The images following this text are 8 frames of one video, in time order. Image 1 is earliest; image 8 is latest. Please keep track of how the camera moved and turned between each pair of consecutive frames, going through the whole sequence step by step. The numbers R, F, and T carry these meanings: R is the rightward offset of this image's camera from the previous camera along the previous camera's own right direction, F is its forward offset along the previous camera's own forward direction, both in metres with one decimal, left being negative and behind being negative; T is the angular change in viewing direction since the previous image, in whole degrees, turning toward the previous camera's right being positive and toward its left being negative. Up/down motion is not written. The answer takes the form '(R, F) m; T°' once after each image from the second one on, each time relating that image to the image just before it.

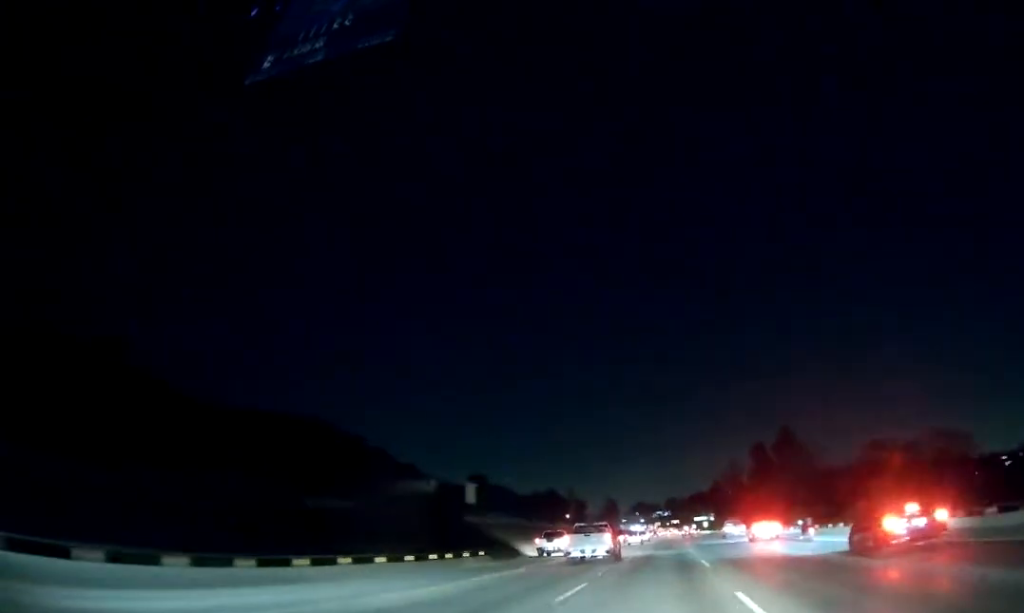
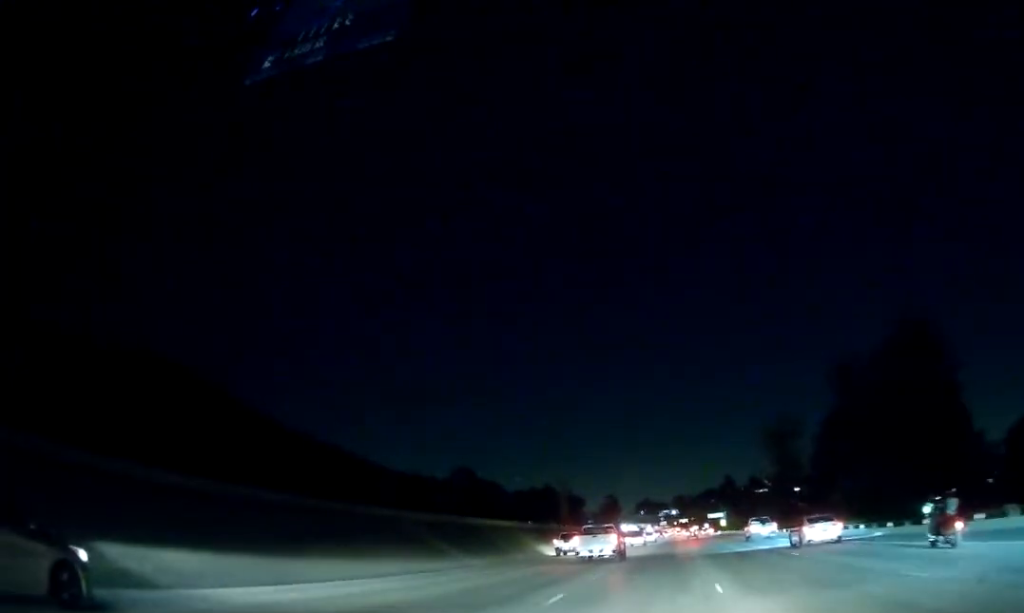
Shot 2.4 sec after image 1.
(-0.3, +72.0) m; -1°
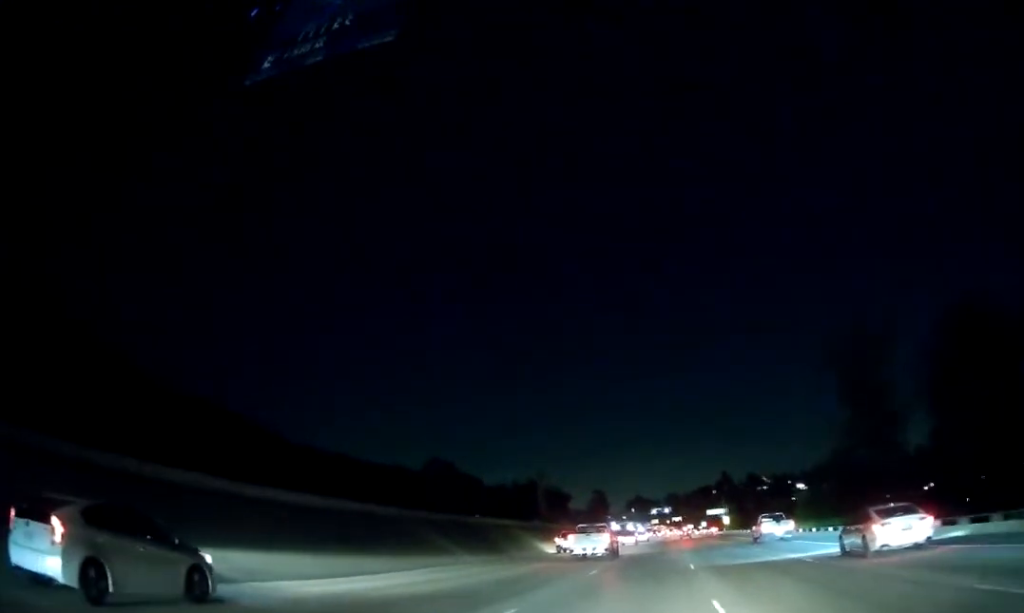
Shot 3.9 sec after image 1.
(+0.3, +43.2) m; +1°
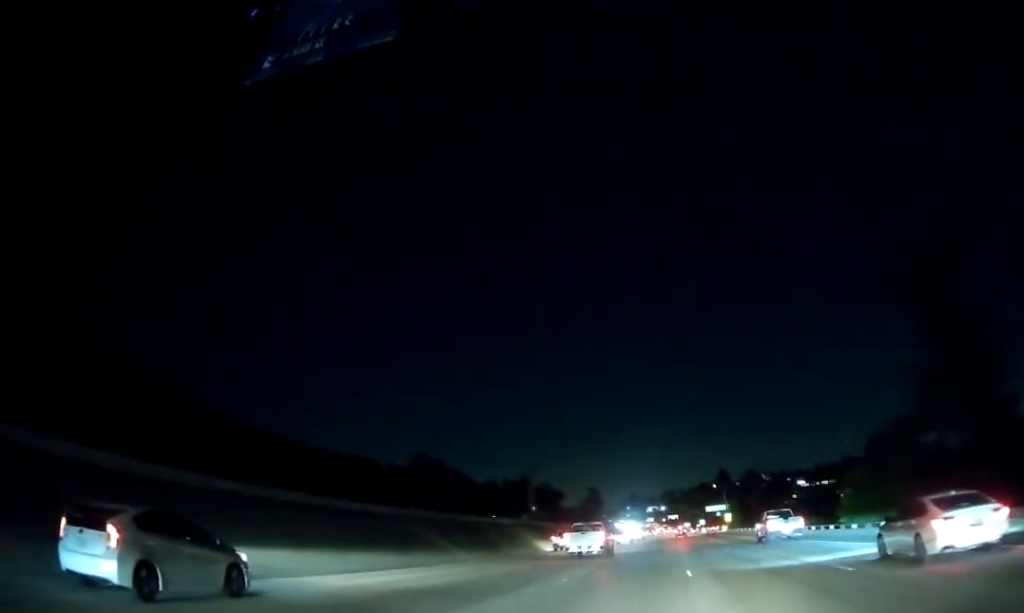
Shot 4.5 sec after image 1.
(0.0, +17.7) m; 0°
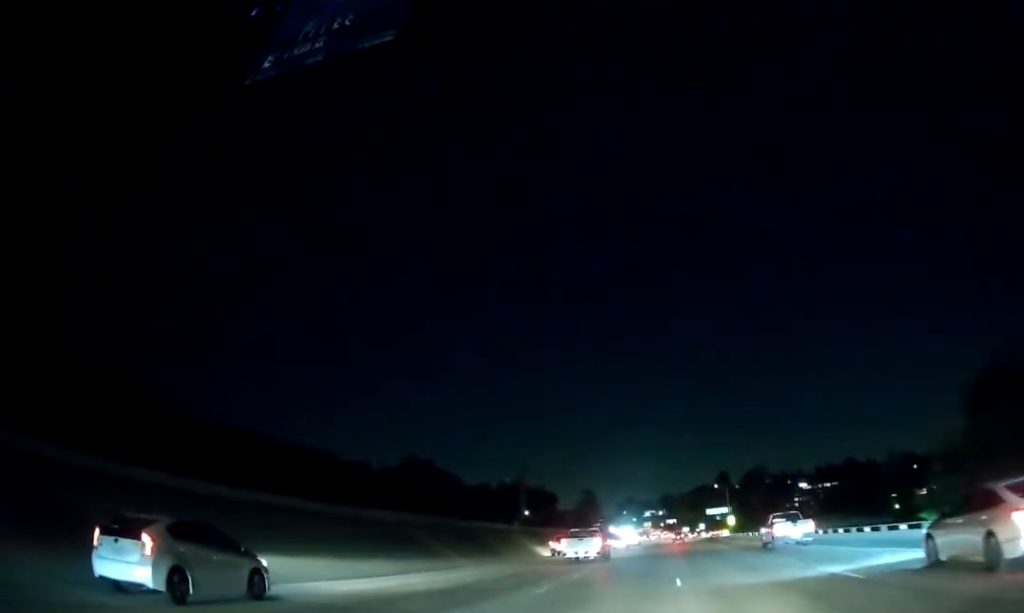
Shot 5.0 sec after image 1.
(0.0, +13.3) m; 0°
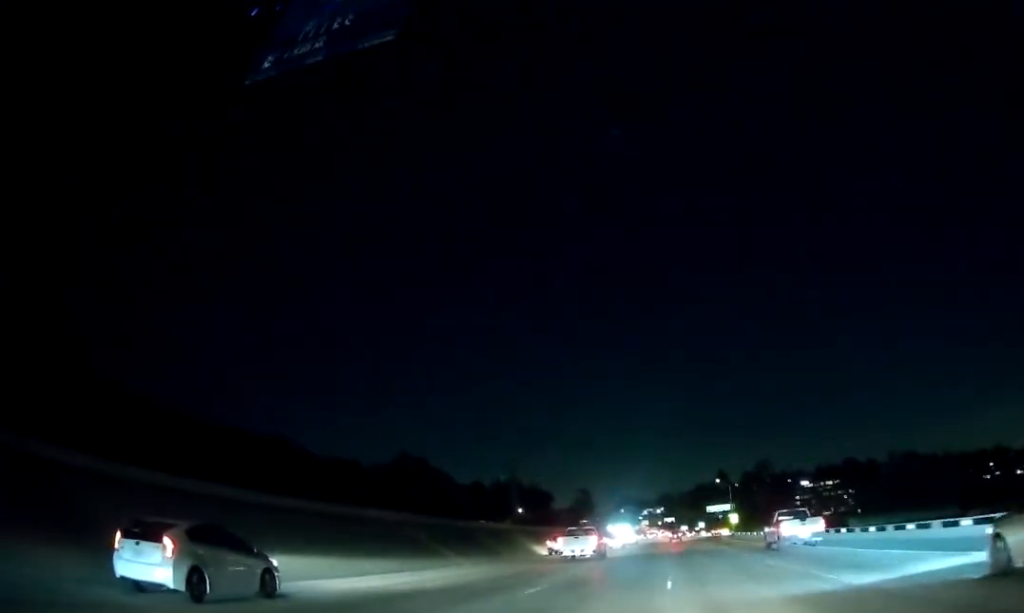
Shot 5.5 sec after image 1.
(0.0, +12.4) m; 0°
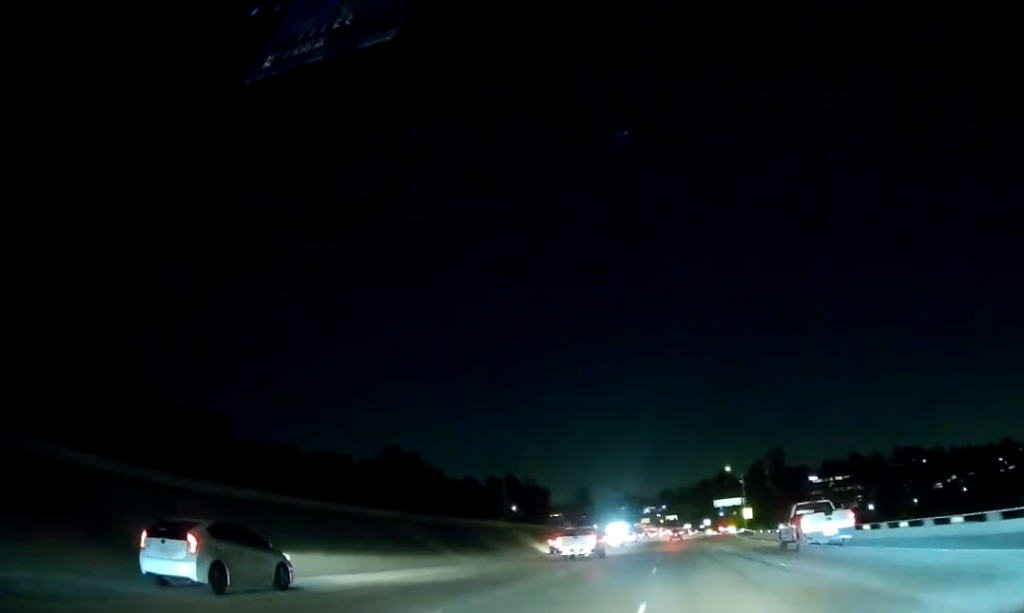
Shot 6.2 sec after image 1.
(0.0, +19.5) m; 0°
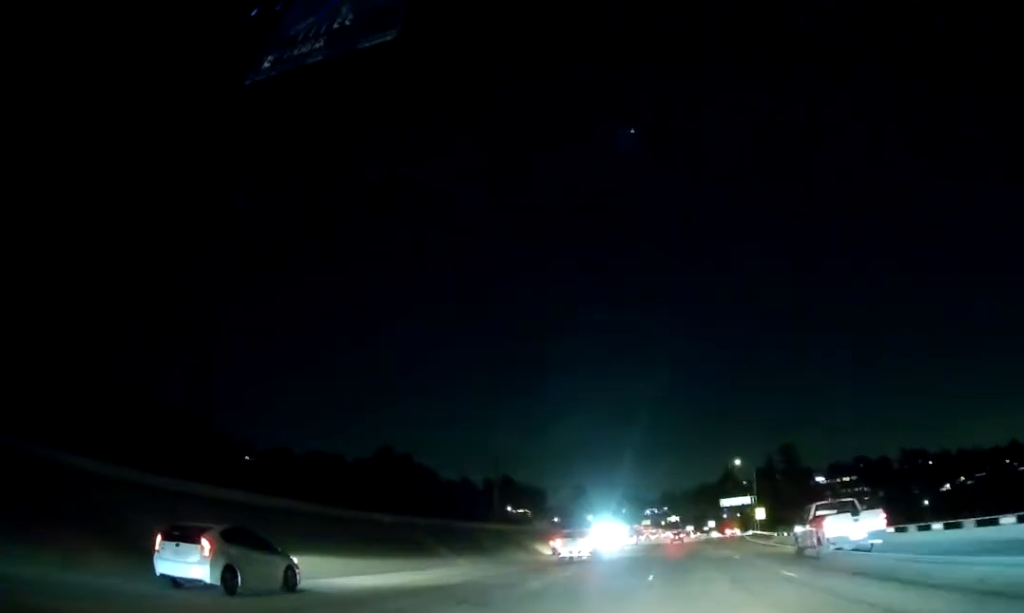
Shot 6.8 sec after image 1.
(0.0, +14.2) m; 0°
